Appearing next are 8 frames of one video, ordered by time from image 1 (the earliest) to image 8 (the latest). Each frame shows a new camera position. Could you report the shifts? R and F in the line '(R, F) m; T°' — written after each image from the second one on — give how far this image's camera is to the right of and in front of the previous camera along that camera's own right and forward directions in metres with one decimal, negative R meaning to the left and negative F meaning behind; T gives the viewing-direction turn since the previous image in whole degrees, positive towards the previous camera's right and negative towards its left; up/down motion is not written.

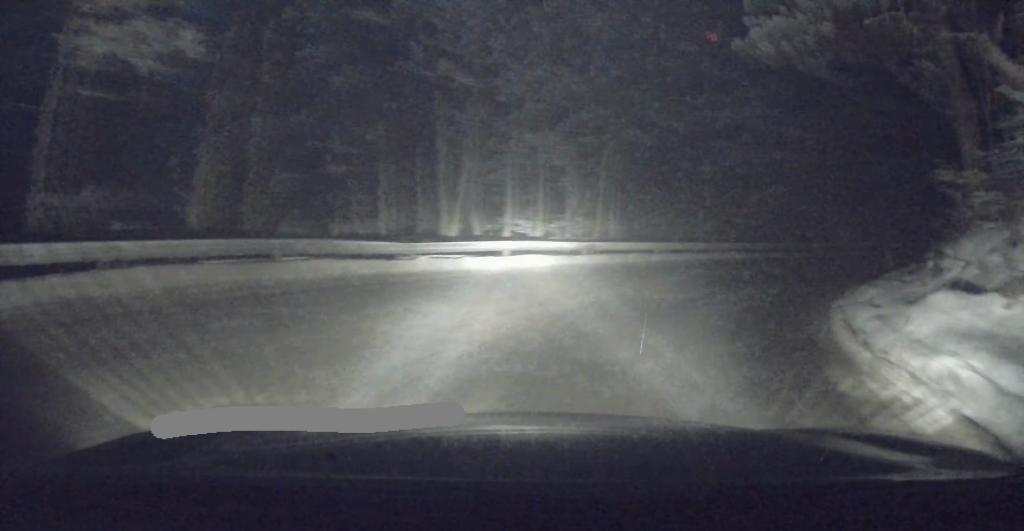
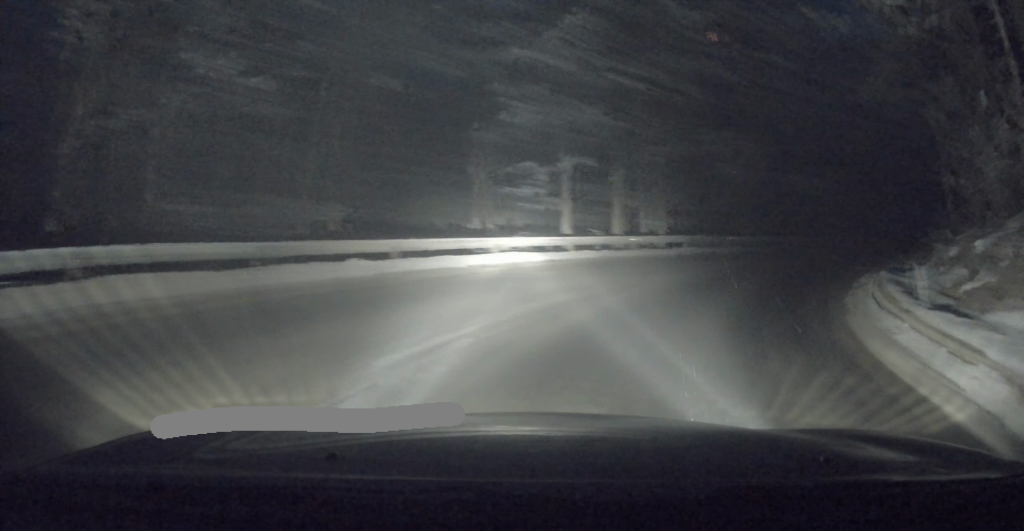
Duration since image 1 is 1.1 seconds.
(+2.4, +9.6) m; +17°
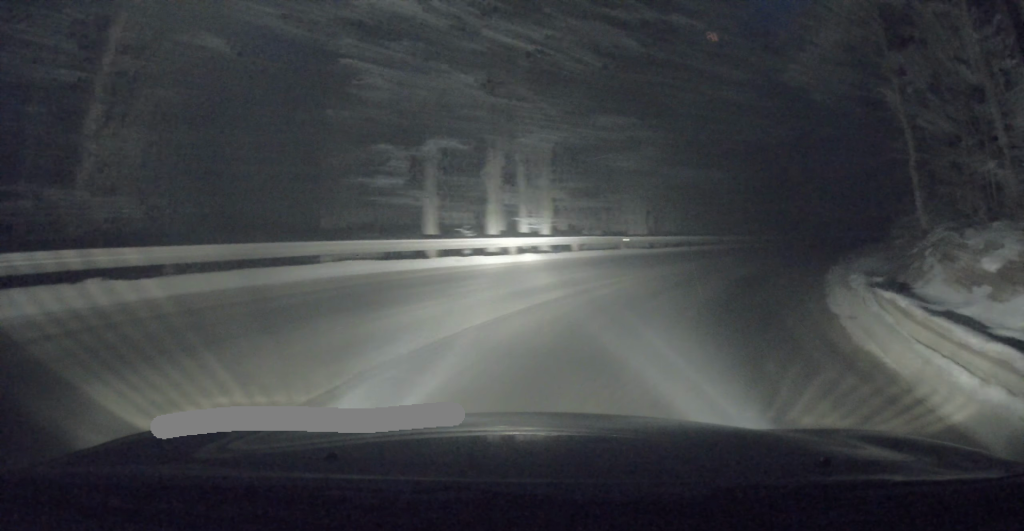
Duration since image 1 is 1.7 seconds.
(+0.1, +4.6) m; +5°
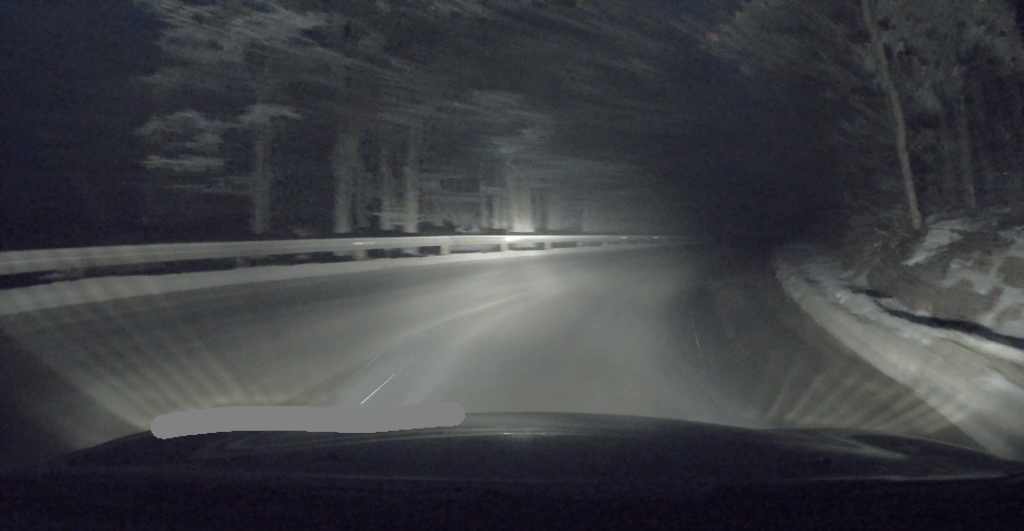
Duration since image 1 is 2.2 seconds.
(+0.1, +4.5) m; +6°
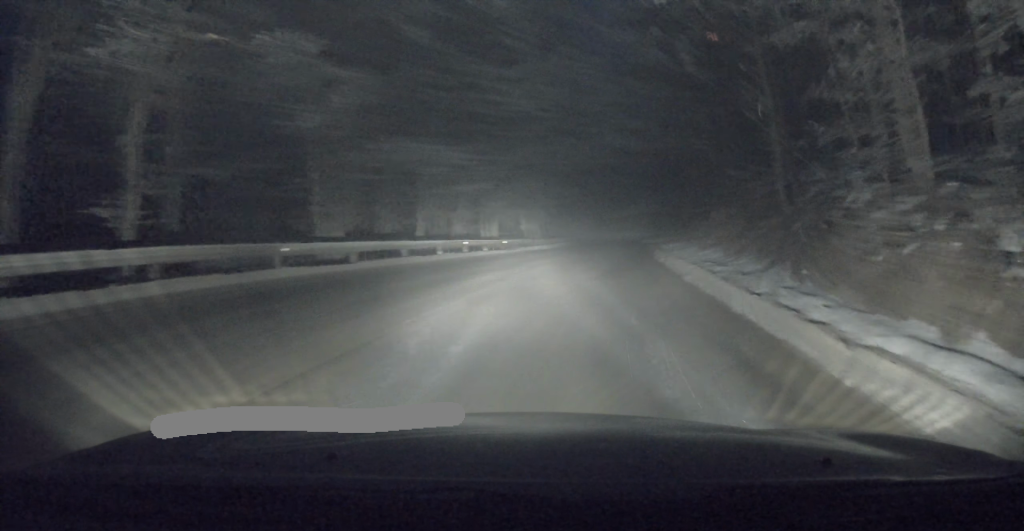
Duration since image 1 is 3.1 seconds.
(+0.6, +7.0) m; +12°
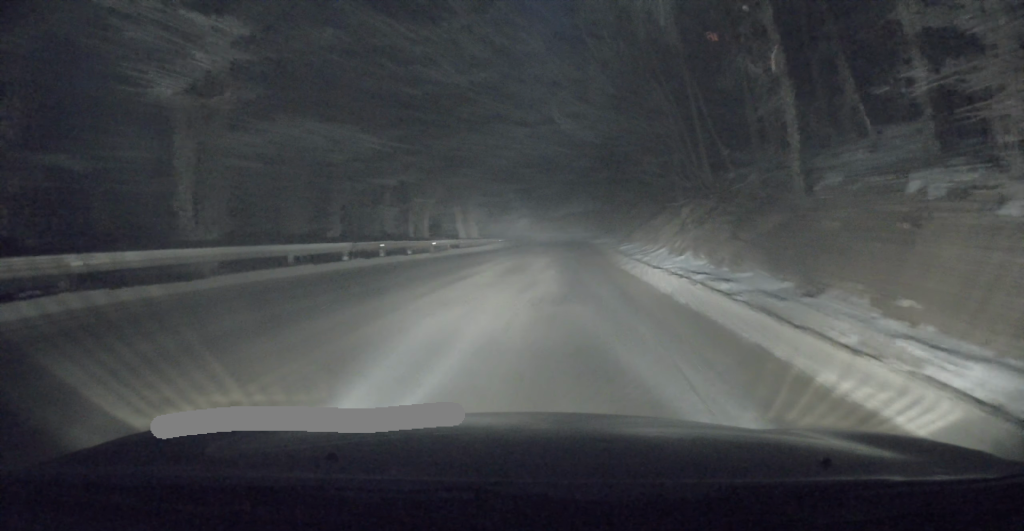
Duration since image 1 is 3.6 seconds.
(+0.6, +4.3) m; +5°
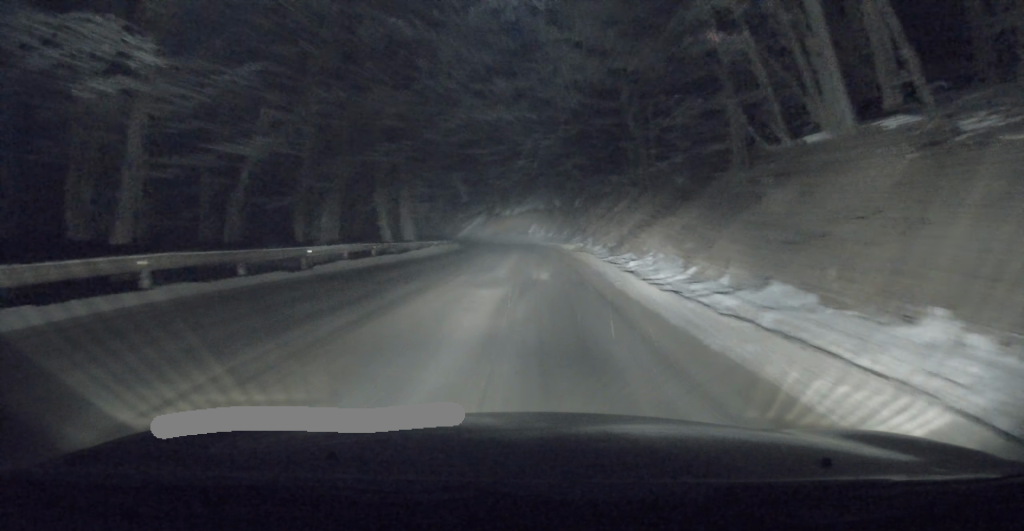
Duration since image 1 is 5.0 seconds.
(+0.8, +10.3) m; +8°
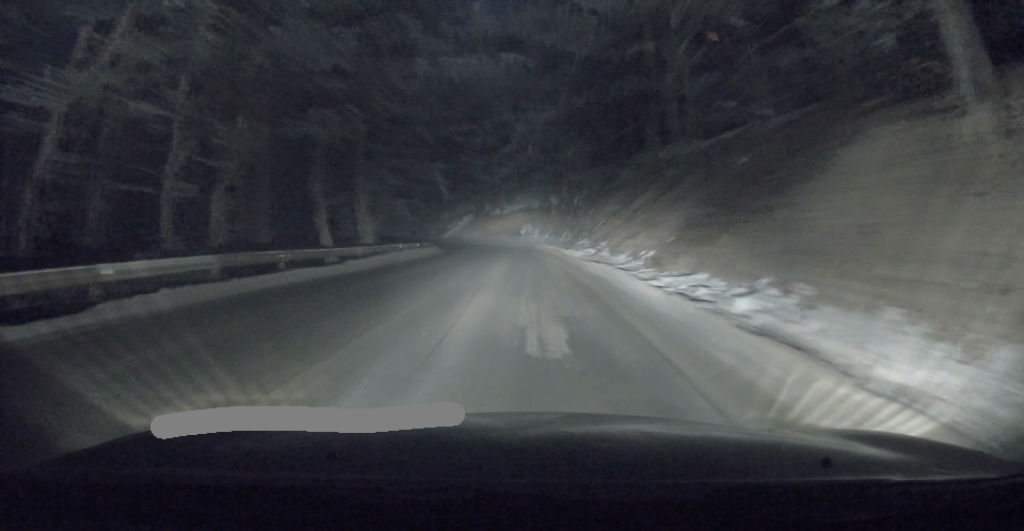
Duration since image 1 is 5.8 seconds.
(+0.3, +7.1) m; -1°
